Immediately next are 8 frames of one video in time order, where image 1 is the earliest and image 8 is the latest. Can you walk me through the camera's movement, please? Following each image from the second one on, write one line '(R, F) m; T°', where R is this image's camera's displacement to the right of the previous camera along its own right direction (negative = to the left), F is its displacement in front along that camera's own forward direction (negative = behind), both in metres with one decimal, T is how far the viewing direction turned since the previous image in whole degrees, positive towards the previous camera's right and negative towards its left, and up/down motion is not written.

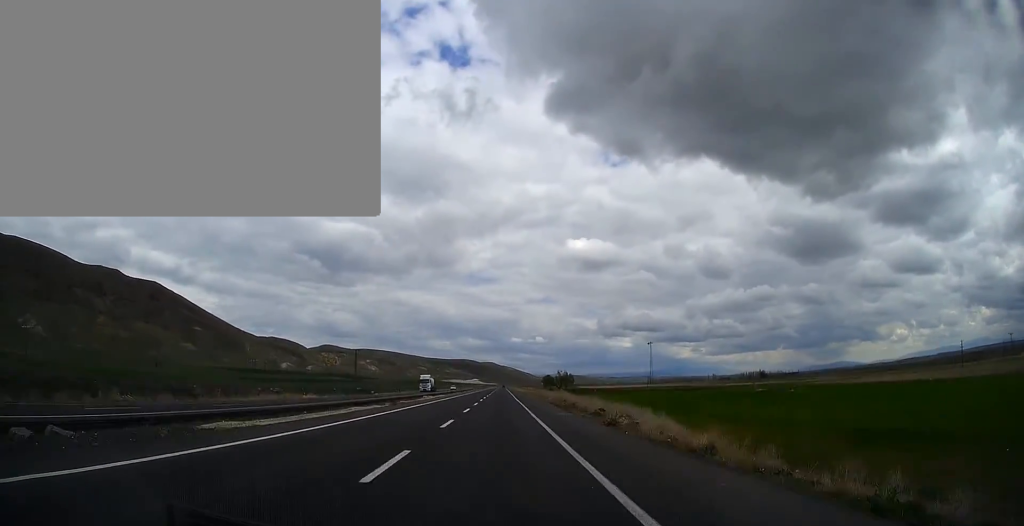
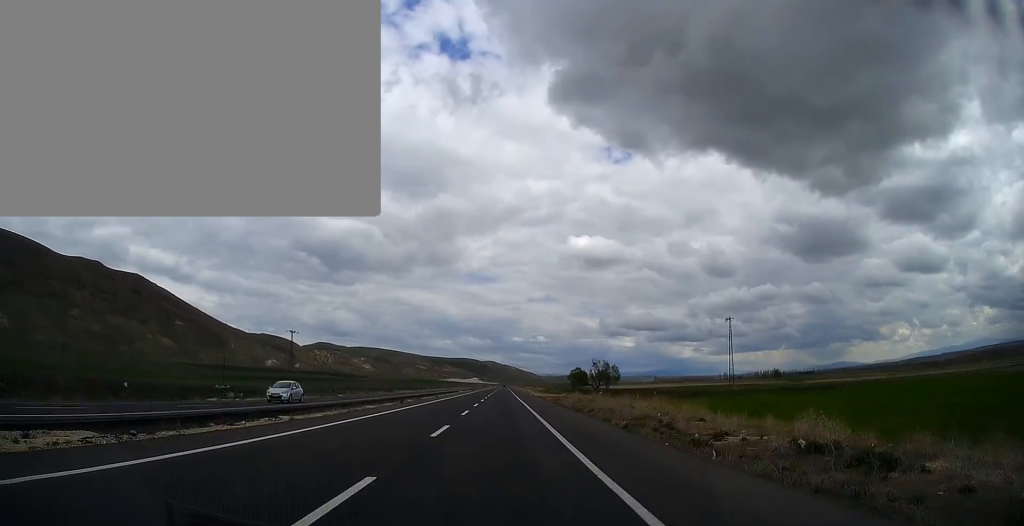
(+0.1, +78.6) m; 0°
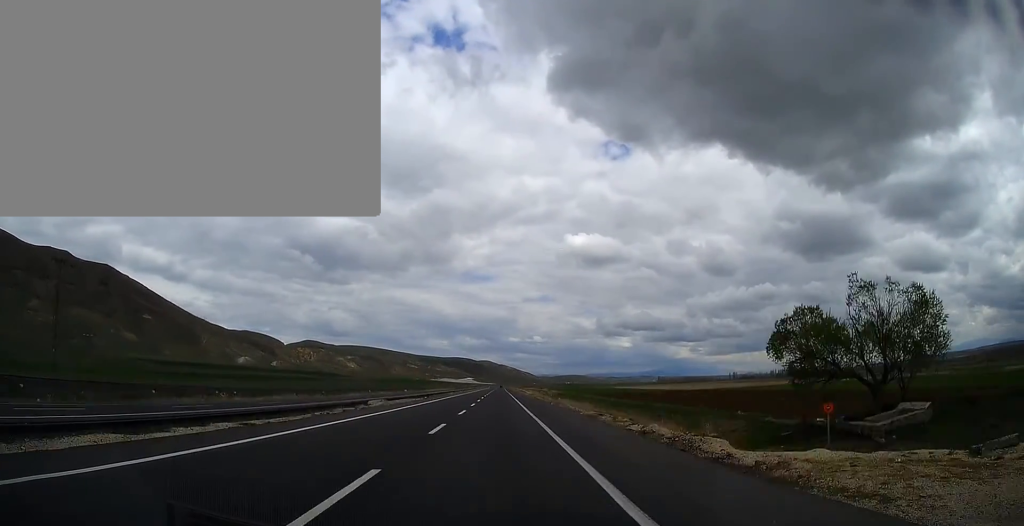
(+0.1, +98.1) m; 0°
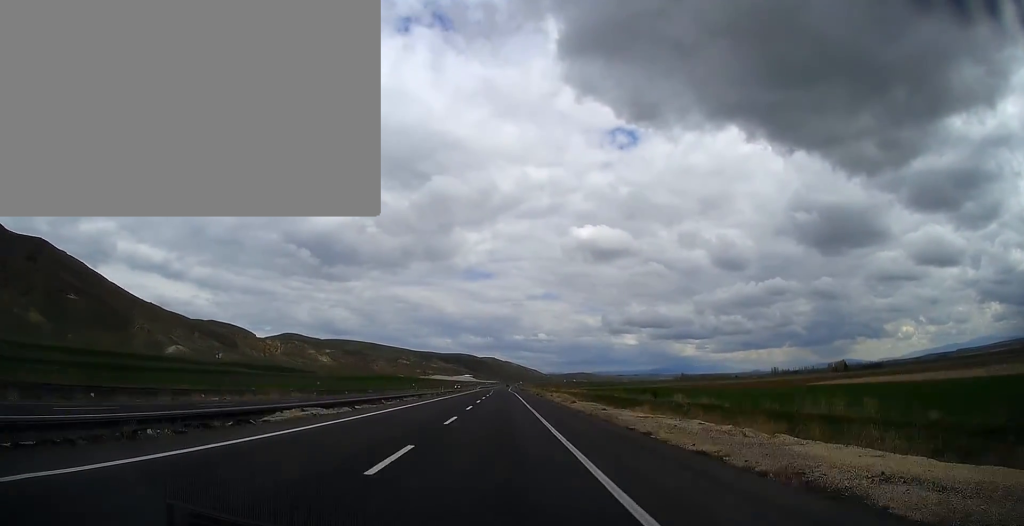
(-0.2, +229.9) m; 0°
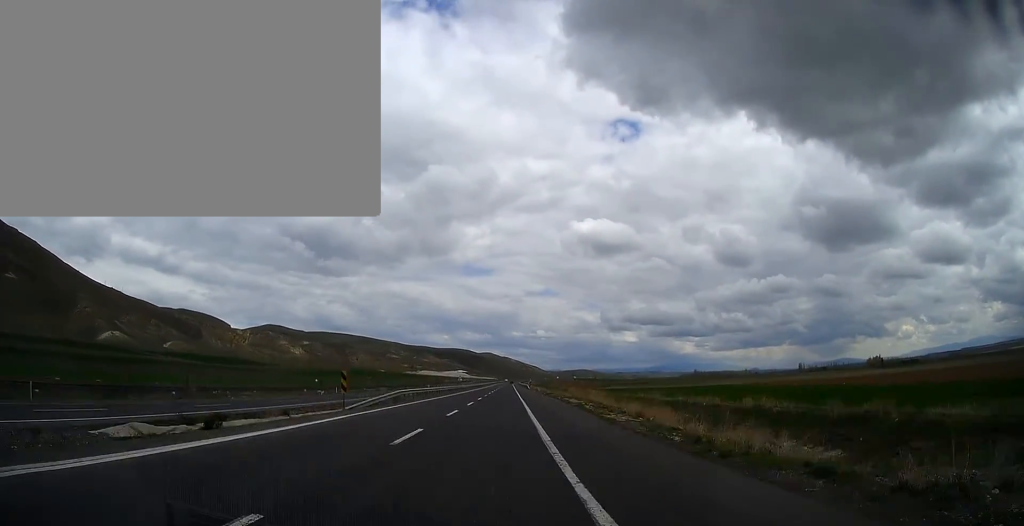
(+0.2, +155.1) m; +1°
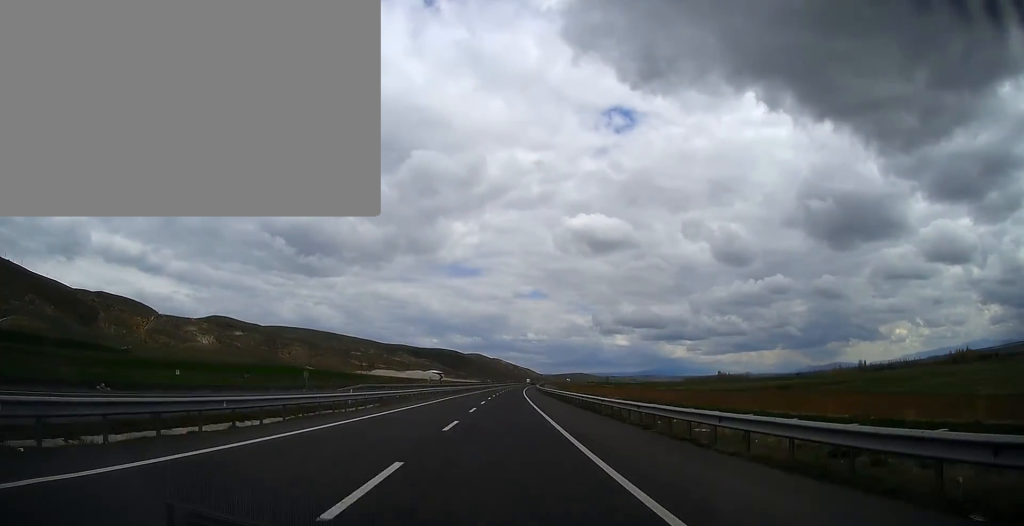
(+8.3, +345.8) m; +4°
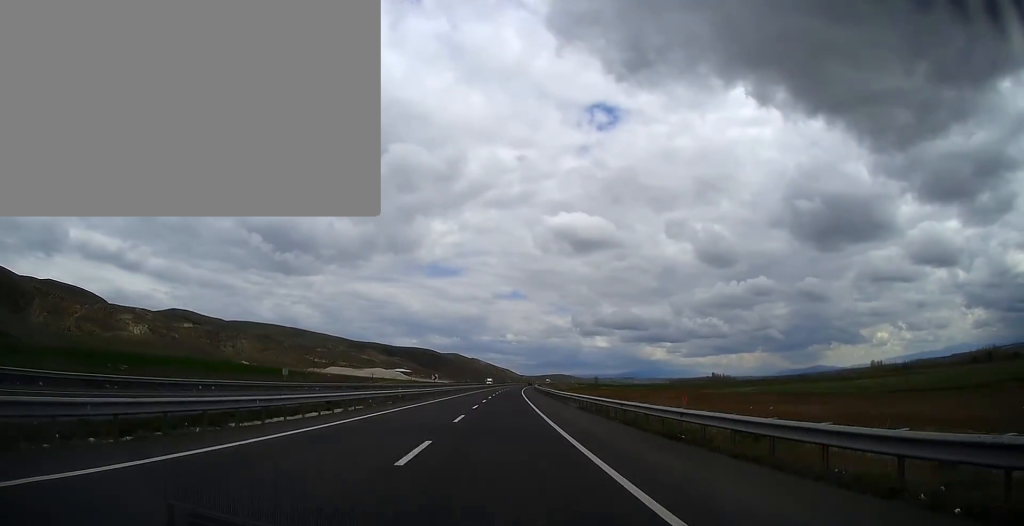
(+2.4, +111.6) m; +2°
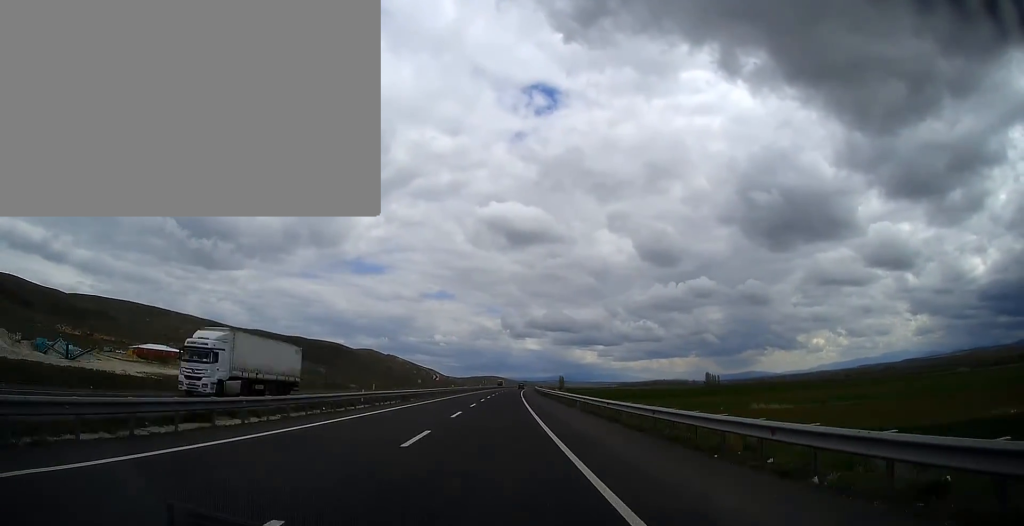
(+15.1, +265.4) m; +6°
